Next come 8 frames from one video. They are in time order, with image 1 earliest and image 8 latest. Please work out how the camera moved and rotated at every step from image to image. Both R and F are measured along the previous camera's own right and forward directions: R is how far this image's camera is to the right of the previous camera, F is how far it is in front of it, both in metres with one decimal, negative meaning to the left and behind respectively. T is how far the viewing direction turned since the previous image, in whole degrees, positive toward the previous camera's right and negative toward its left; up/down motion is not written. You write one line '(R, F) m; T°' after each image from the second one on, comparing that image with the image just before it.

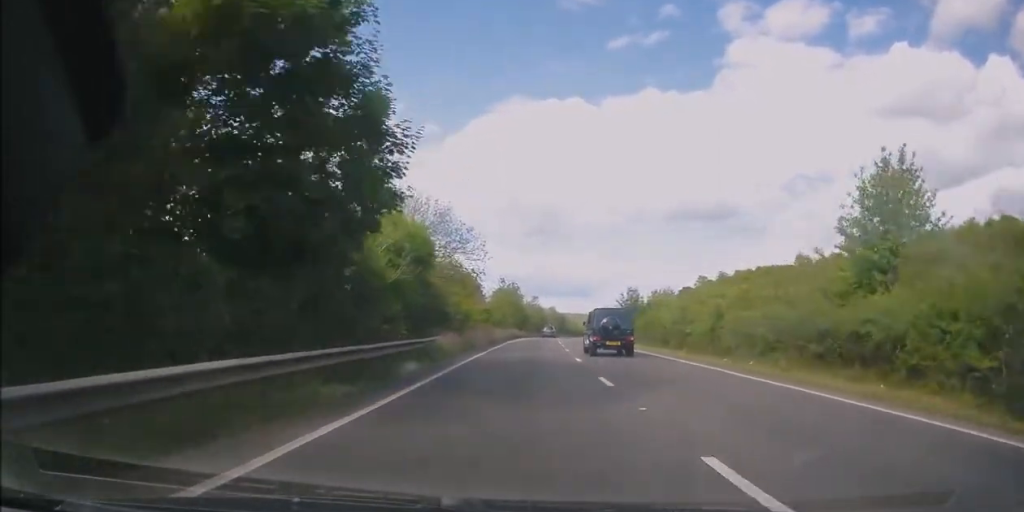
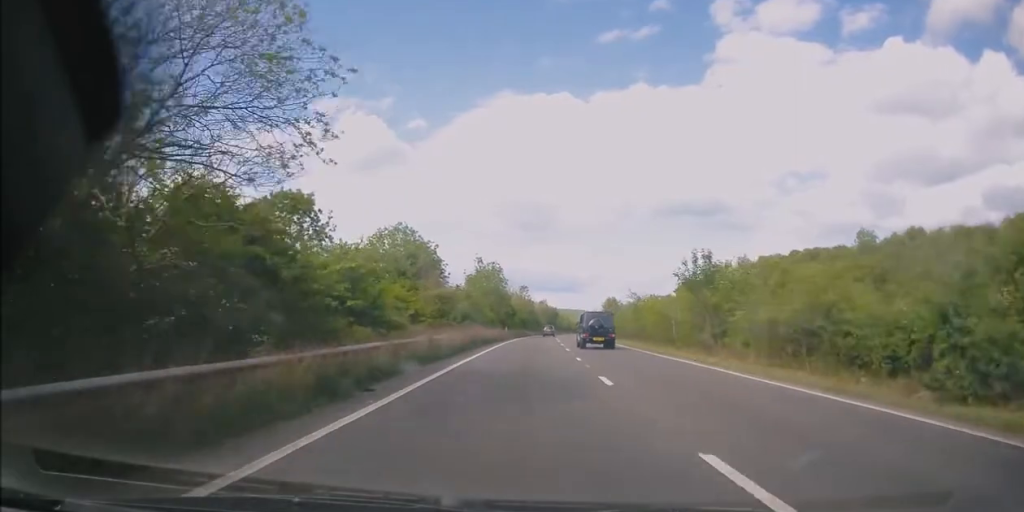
(+0.3, +26.0) m; +1°
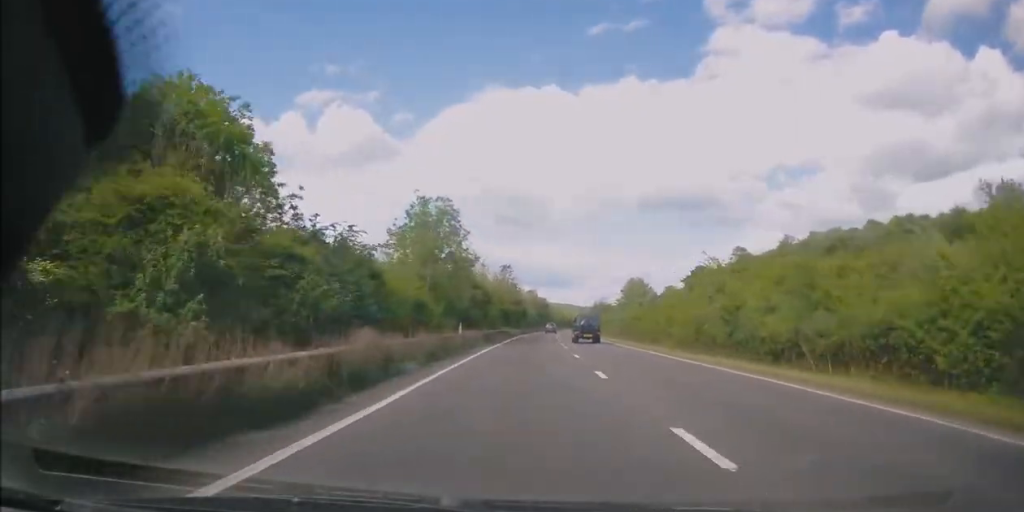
(+0.3, +33.7) m; +1°
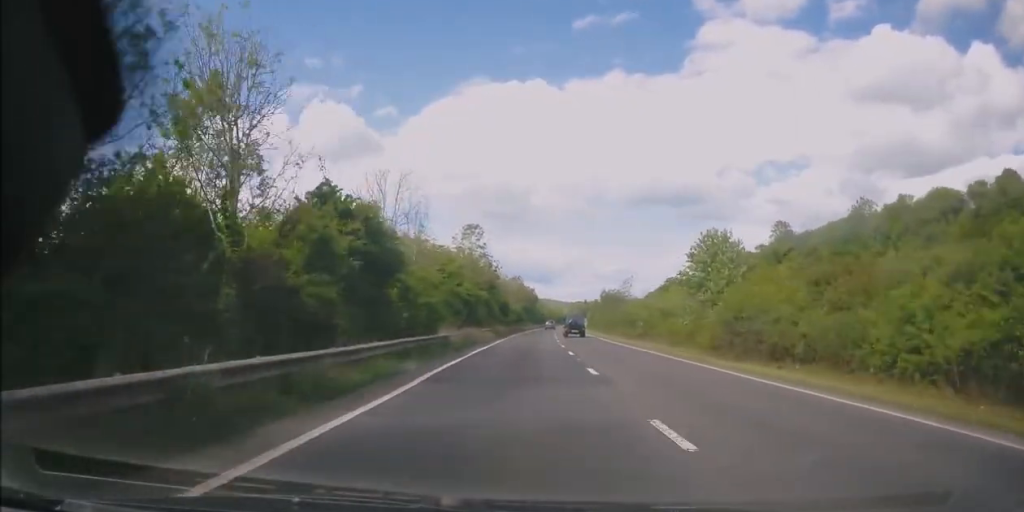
(+0.6, +34.4) m; +2°
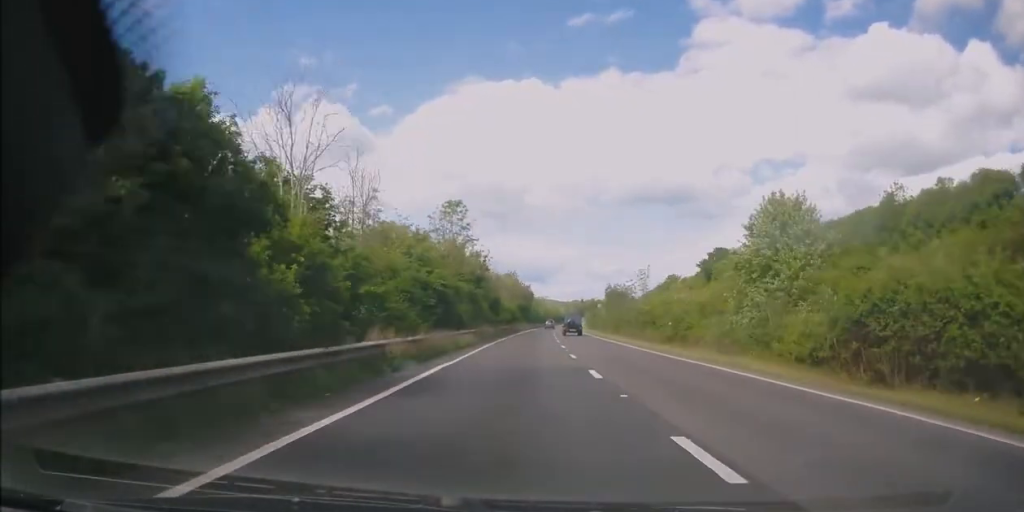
(0.0, +10.5) m; 0°
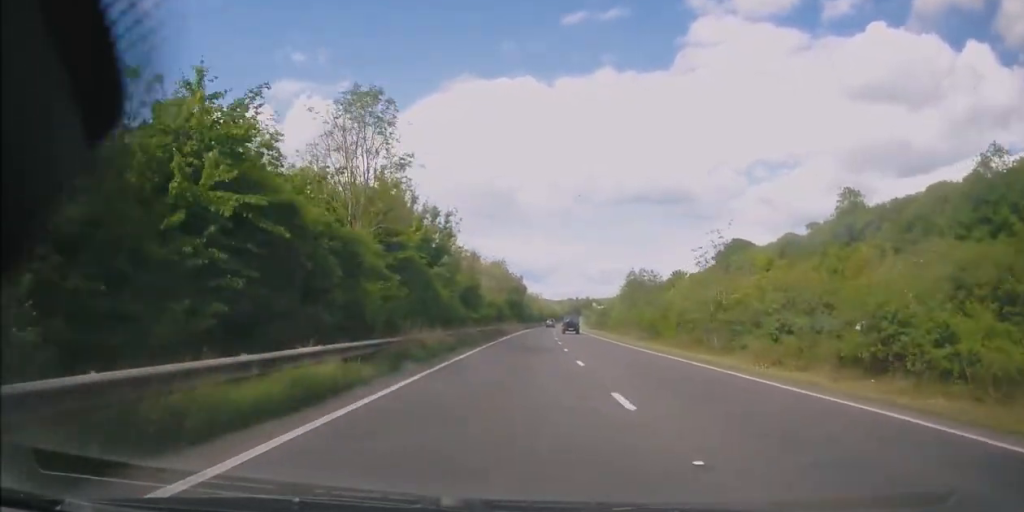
(+0.1, +21.9) m; +1°
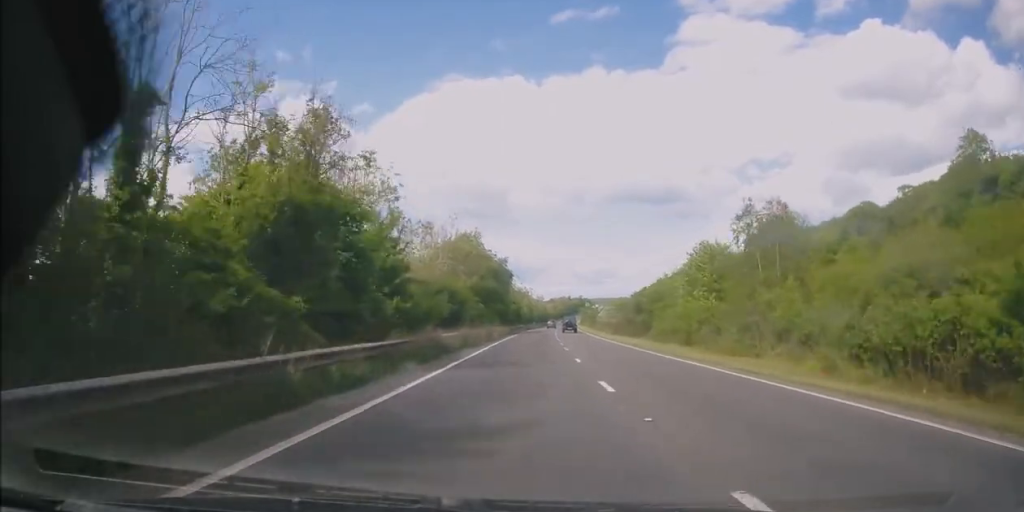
(+0.4, +32.9) m; +1°
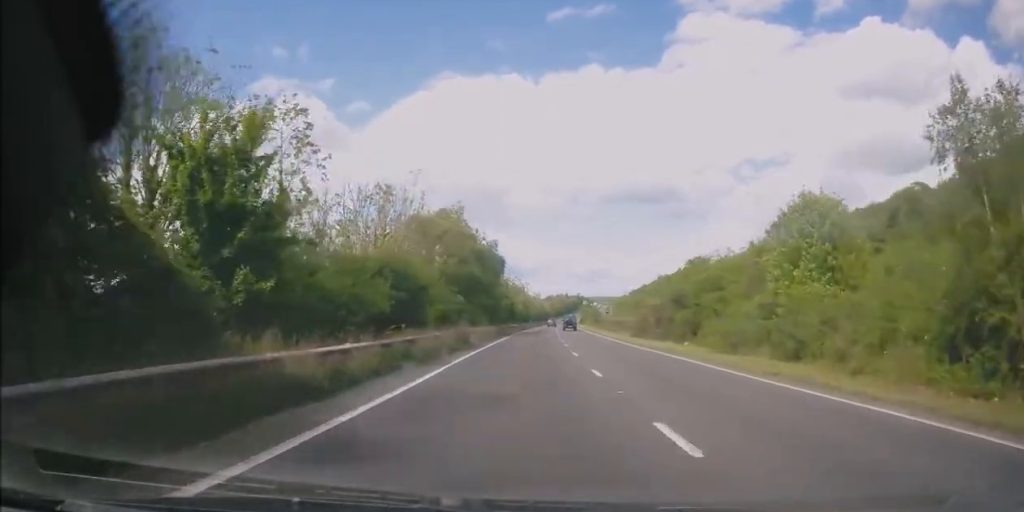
(0.0, +14.2) m; 0°
